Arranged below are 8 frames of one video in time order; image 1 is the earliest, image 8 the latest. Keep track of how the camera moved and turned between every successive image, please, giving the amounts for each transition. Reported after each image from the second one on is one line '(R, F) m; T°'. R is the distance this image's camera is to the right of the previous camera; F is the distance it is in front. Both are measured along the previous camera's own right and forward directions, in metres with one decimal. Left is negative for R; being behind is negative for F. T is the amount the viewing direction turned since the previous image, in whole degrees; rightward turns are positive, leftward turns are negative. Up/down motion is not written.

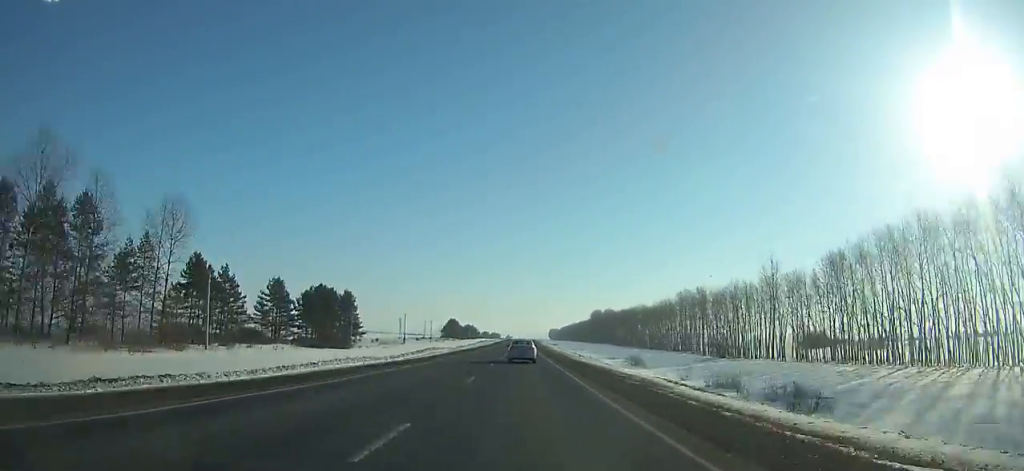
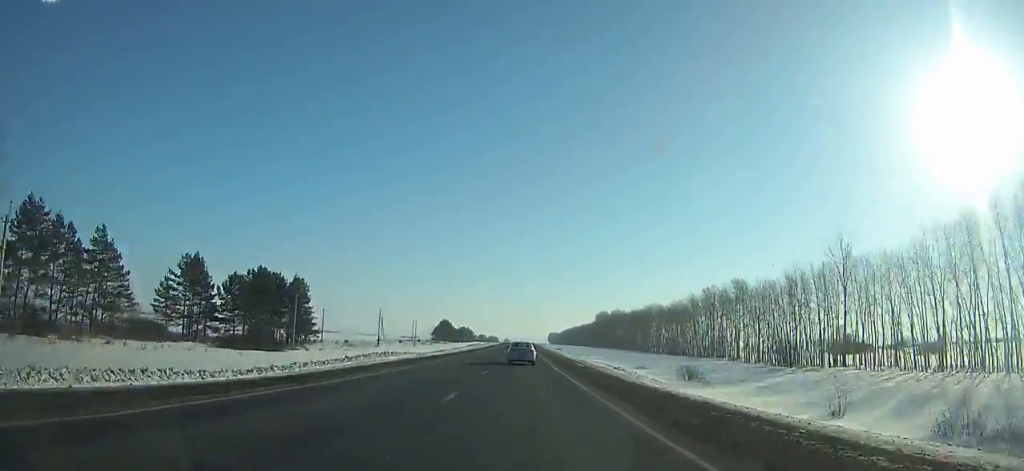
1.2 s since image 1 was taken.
(0.0, +29.5) m; 0°
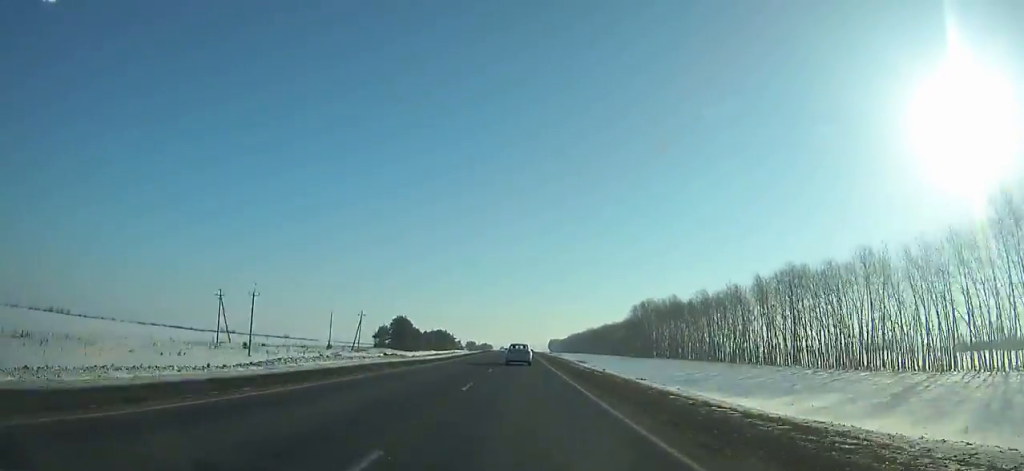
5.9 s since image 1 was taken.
(+0.3, +116.1) m; 0°
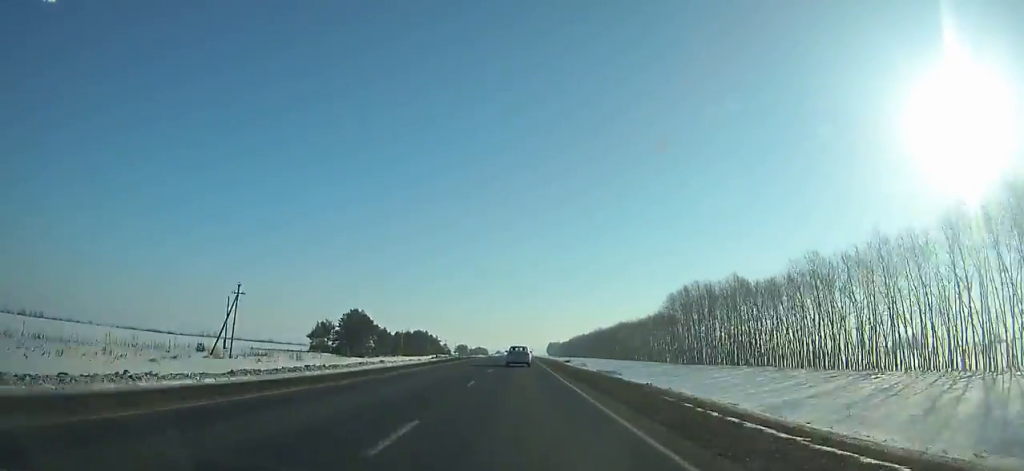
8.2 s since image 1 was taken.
(+0.1, +56.9) m; 0°
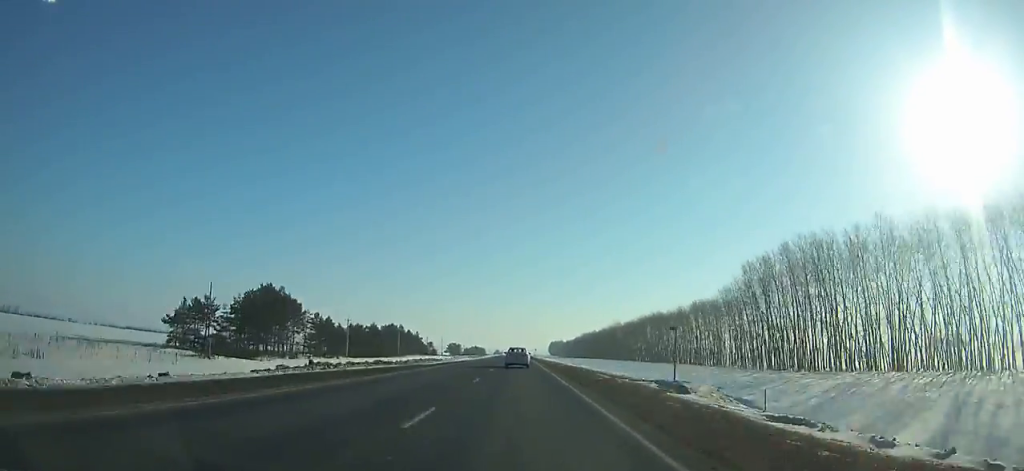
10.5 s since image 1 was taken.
(0.0, +56.8) m; 0°
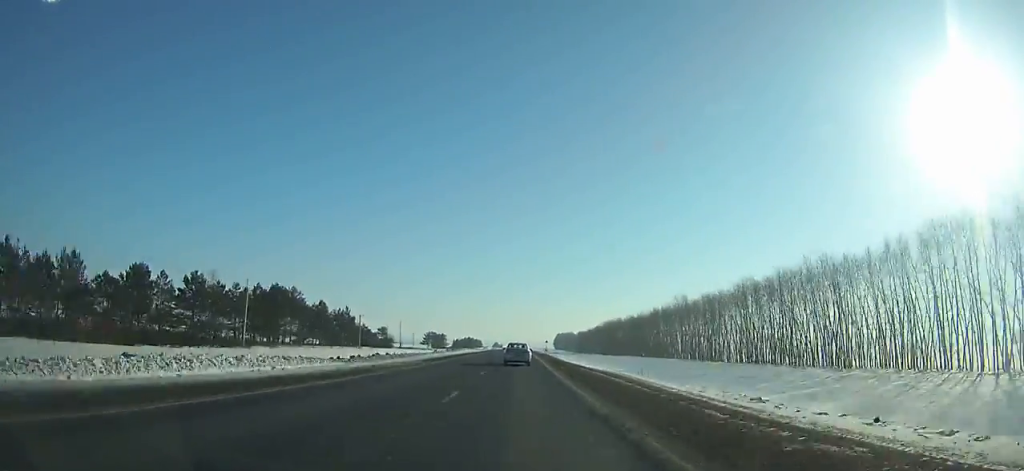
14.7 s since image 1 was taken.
(+0.3, +102.2) m; 0°
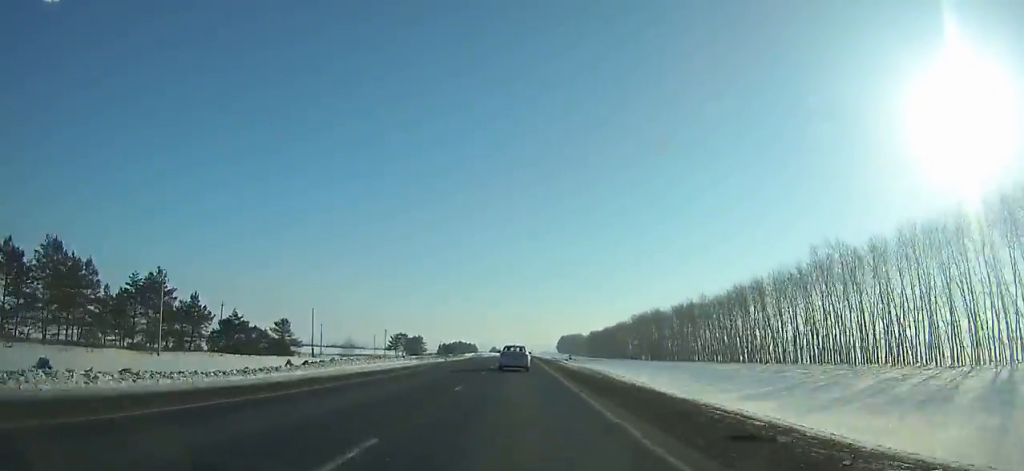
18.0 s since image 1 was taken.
(0.0, +78.1) m; 0°
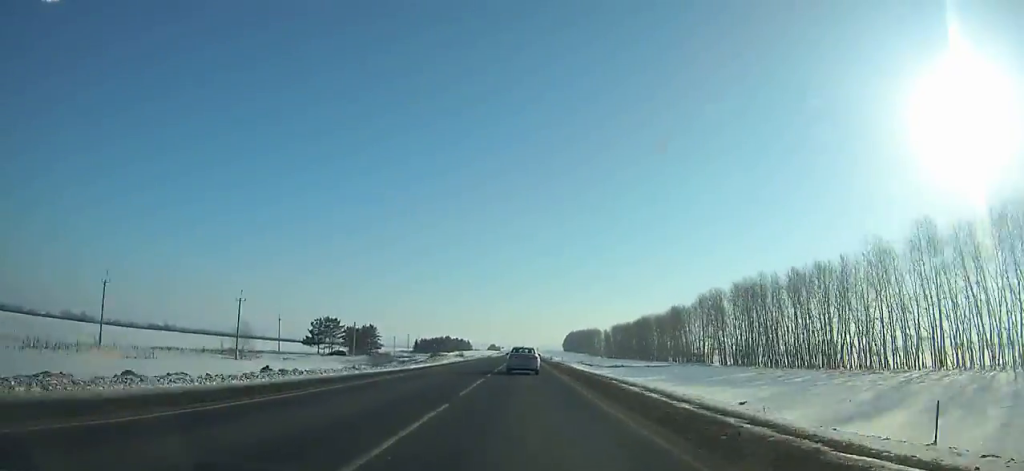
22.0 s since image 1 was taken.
(+0.2, +92.2) m; 0°
